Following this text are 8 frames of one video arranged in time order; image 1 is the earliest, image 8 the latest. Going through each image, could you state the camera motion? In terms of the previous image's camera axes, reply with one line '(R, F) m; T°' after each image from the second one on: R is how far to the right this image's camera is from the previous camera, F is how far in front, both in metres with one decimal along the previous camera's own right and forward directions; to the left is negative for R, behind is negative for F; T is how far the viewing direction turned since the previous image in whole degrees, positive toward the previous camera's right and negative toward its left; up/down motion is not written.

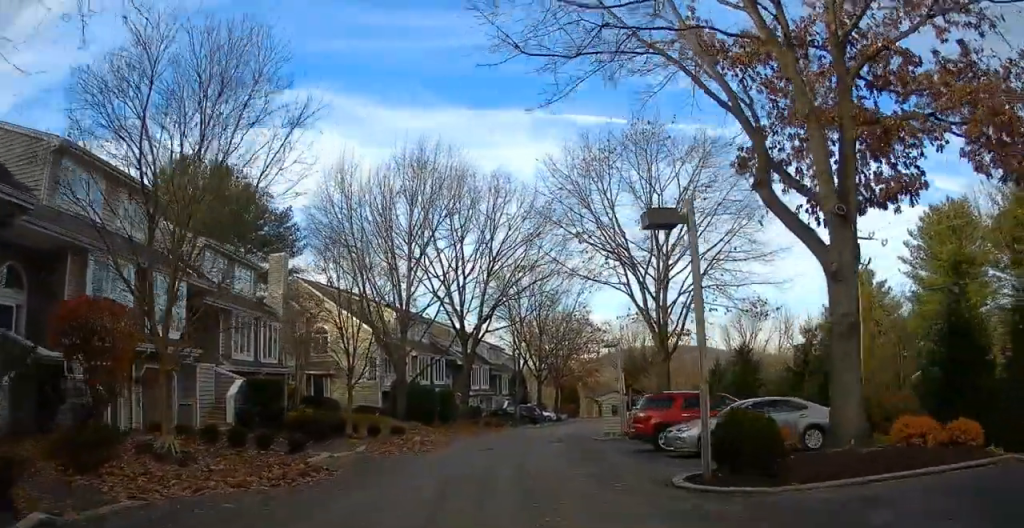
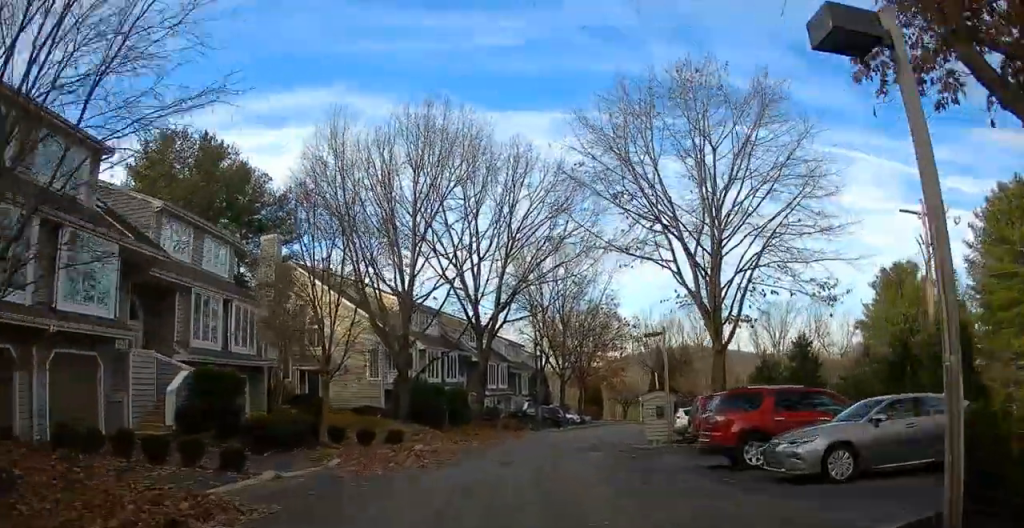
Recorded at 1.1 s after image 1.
(-0.2, +6.0) m; -3°
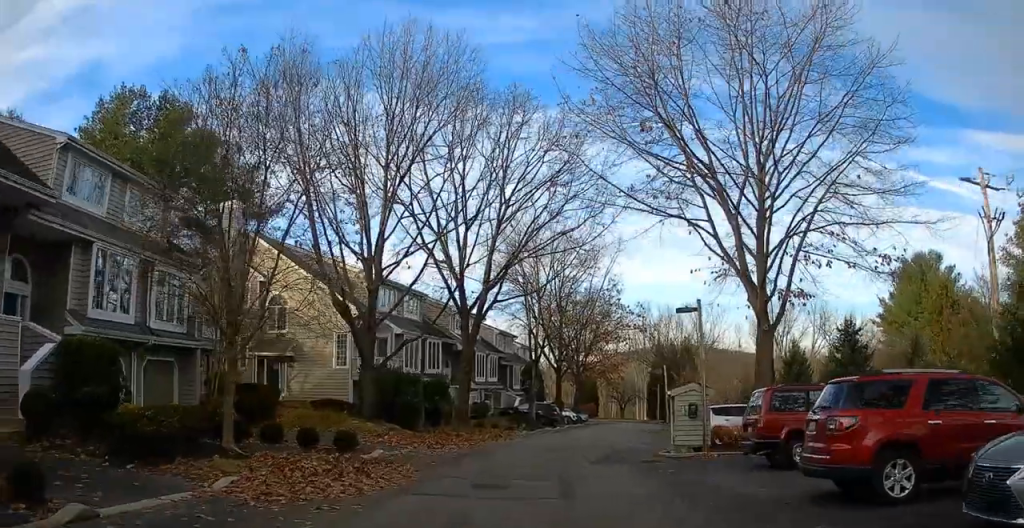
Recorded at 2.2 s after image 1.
(-0.2, +6.5) m; +1°
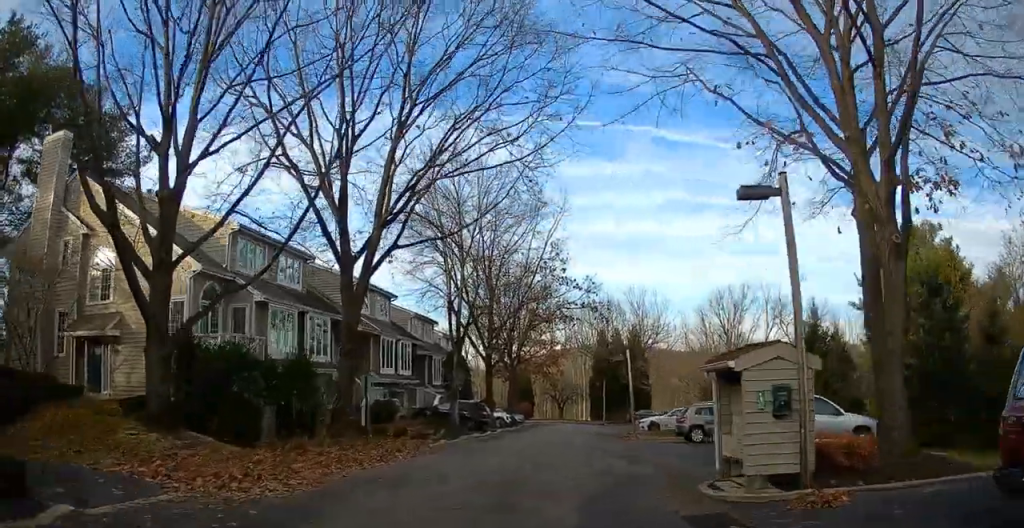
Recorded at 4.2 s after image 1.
(-0.1, +12.2) m; 0°
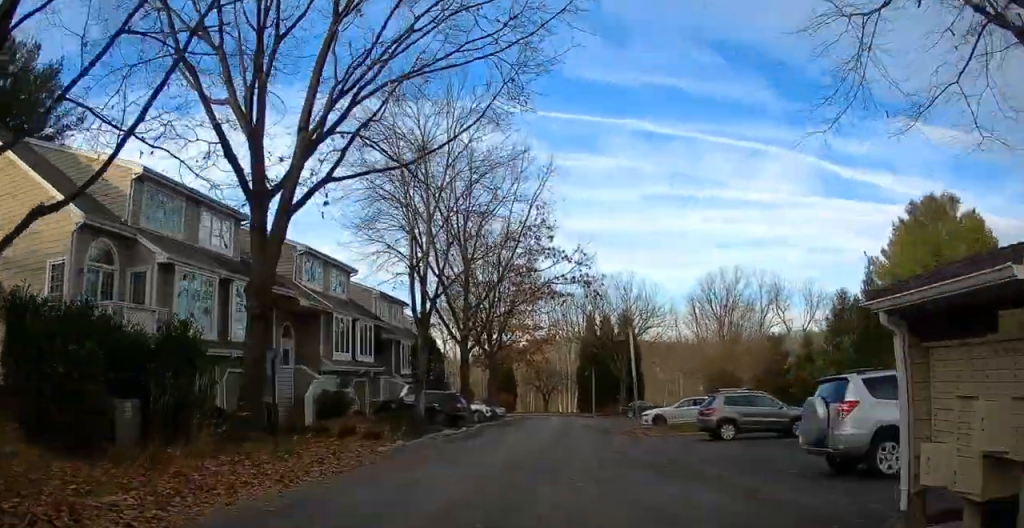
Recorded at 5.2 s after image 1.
(+0.4, +6.5) m; +6°
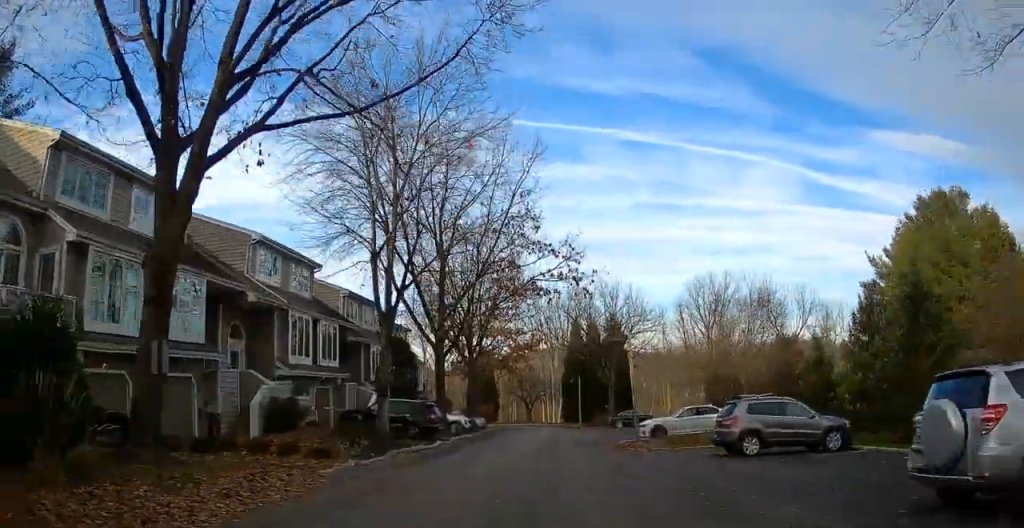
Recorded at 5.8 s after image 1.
(+0.2, +4.2) m; +2°
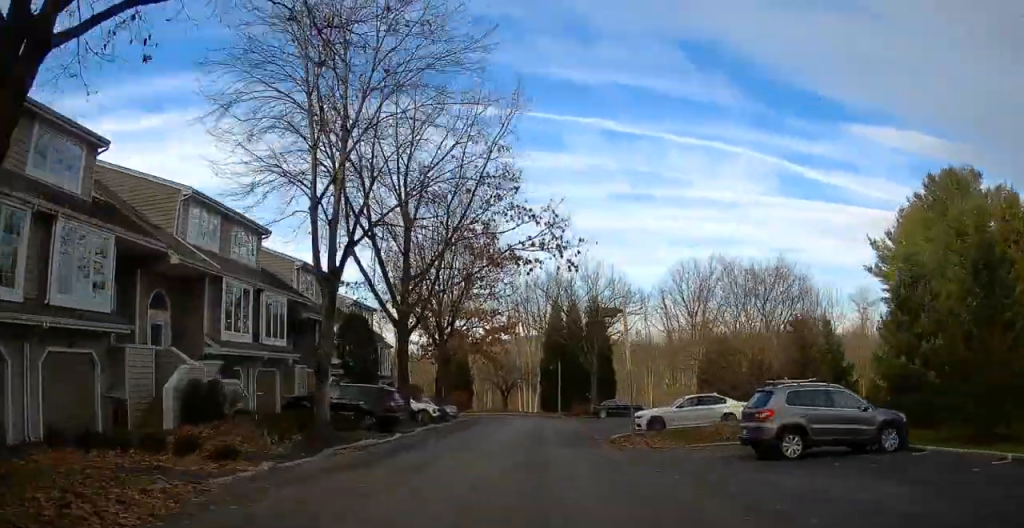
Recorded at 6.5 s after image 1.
(+0.1, +4.6) m; +1°
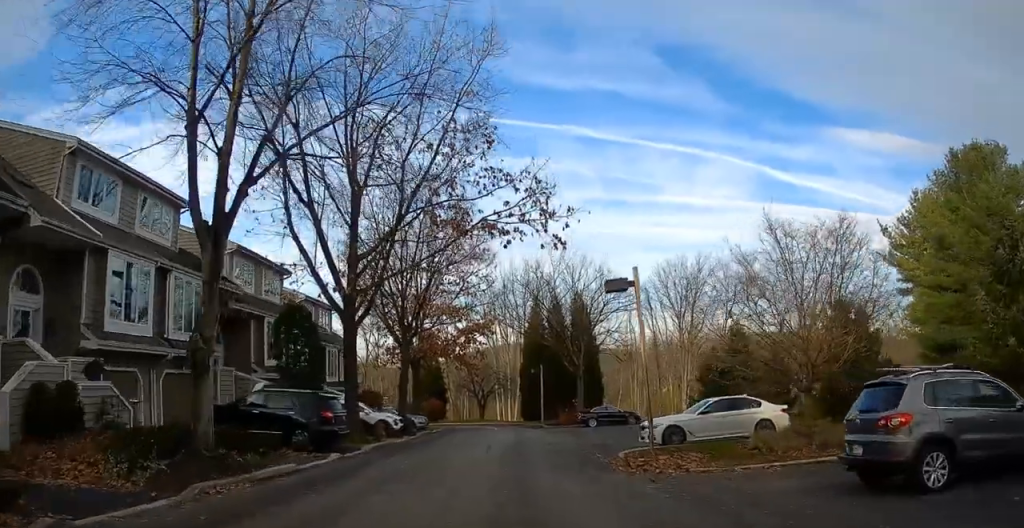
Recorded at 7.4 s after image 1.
(0.0, +6.3) m; +1°
